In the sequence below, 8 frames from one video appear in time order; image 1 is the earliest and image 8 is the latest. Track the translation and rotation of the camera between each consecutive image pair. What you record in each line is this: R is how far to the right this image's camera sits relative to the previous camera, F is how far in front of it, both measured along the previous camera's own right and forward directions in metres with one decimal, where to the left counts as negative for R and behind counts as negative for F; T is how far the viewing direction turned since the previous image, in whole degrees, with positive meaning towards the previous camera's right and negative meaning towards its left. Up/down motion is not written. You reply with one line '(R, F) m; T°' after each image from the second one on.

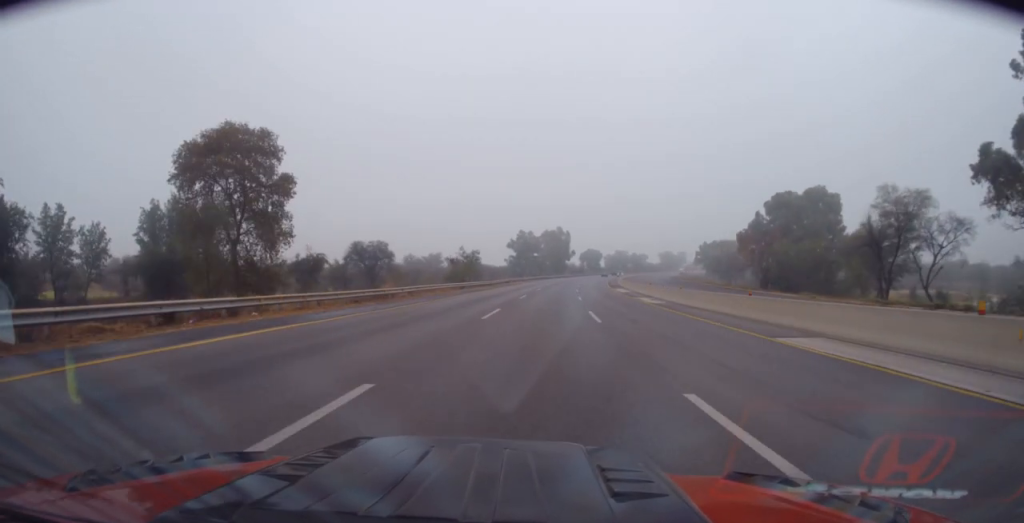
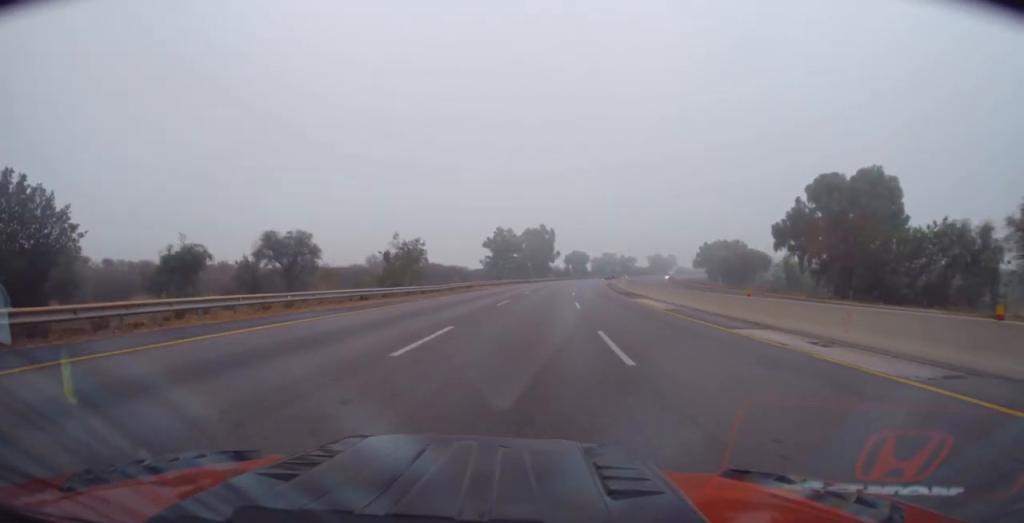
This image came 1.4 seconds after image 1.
(+0.3, +27.3) m; +1°
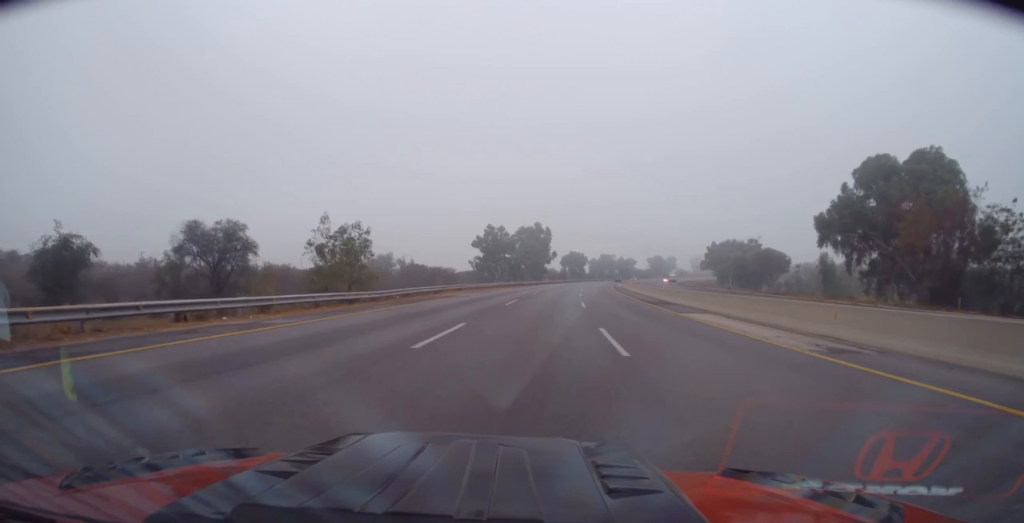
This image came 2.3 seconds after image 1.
(0.0, +16.8) m; 0°
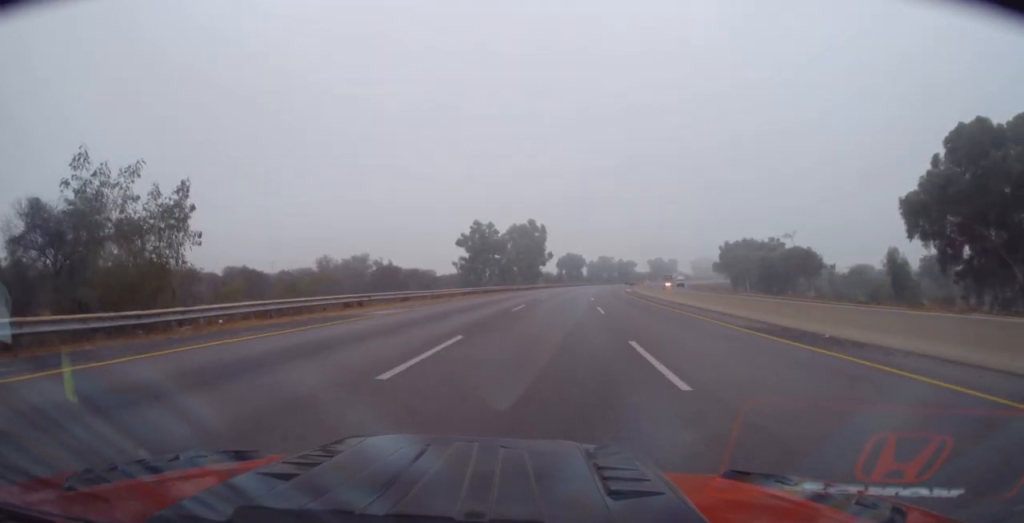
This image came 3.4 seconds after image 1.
(0.0, +20.8) m; 0°
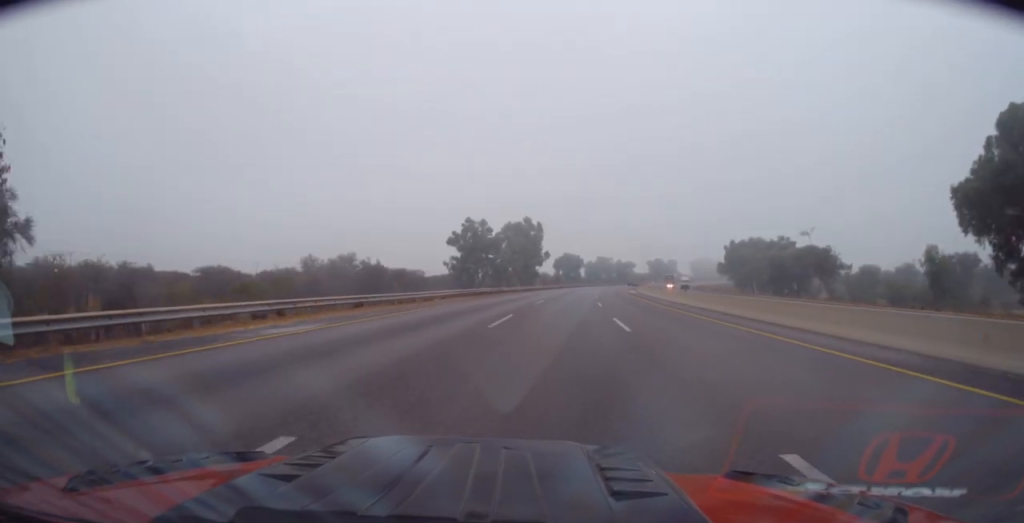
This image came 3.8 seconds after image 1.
(0.0, +8.7) m; +1°
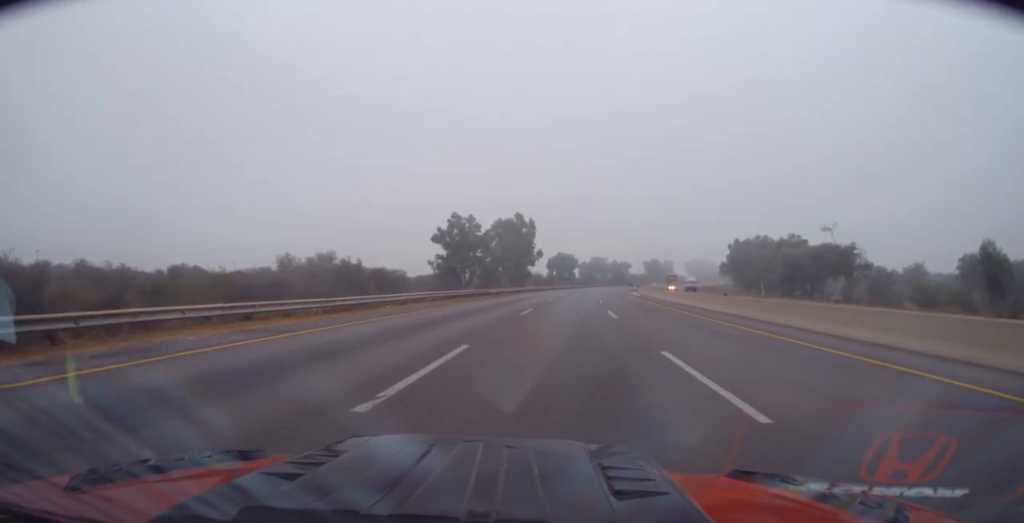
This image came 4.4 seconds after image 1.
(-0.1, +10.6) m; +1°
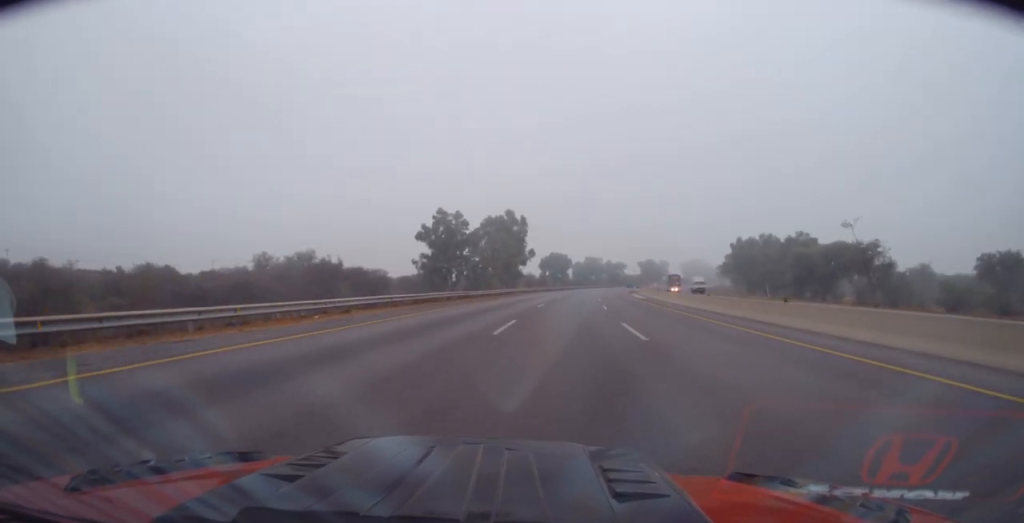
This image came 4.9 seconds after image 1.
(+0.3, +8.7) m; +1°
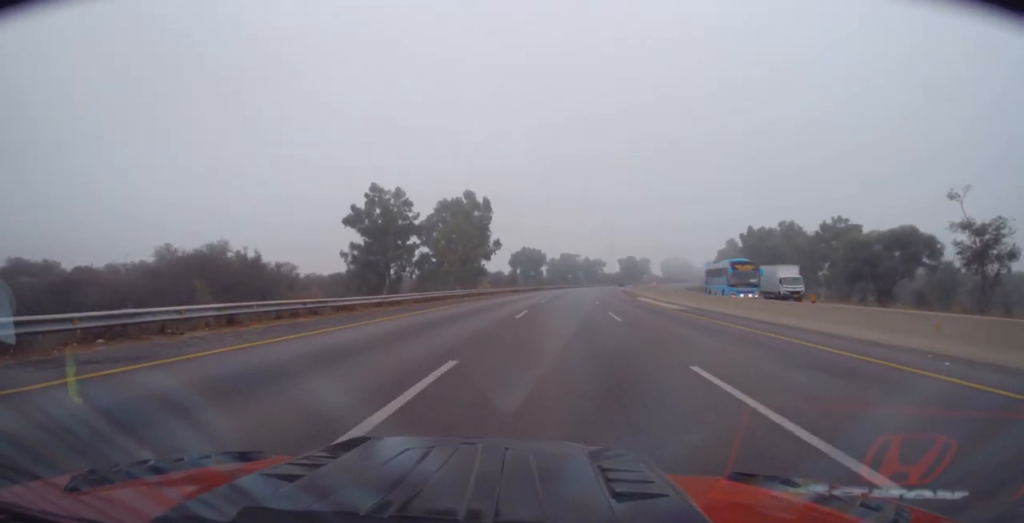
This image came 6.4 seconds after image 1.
(+0.2, +29.2) m; +1°
